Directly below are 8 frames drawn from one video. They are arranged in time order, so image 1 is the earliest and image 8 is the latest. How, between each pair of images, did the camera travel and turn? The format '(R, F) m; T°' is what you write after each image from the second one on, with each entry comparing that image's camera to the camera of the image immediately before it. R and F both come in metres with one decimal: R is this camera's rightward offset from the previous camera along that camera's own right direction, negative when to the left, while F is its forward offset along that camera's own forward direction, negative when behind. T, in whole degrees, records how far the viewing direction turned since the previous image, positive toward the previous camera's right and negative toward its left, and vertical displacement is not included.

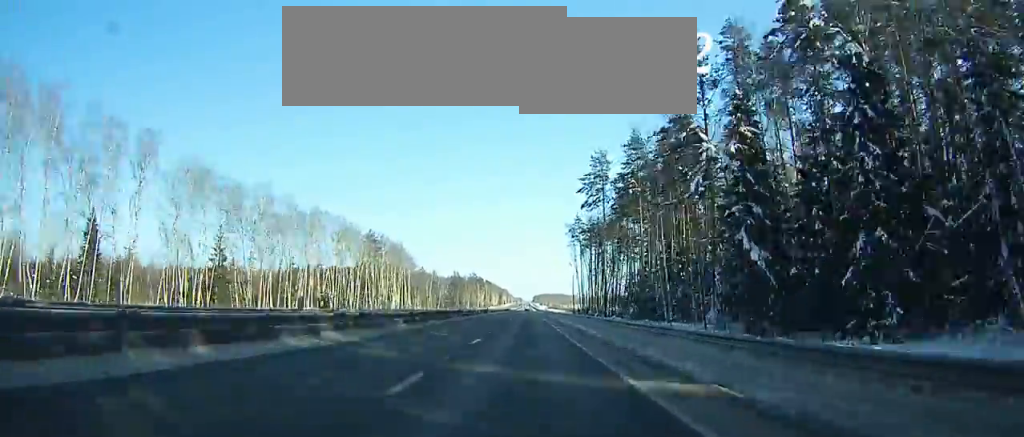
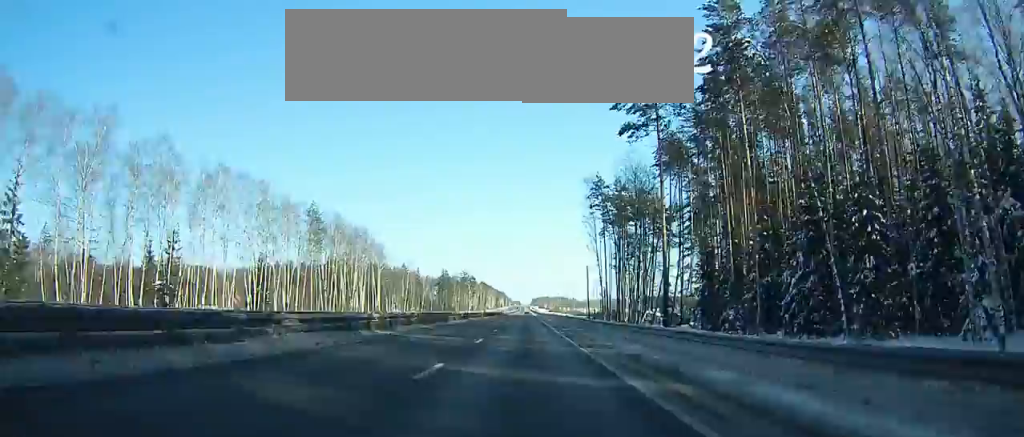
(-0.1, +46.2) m; 0°
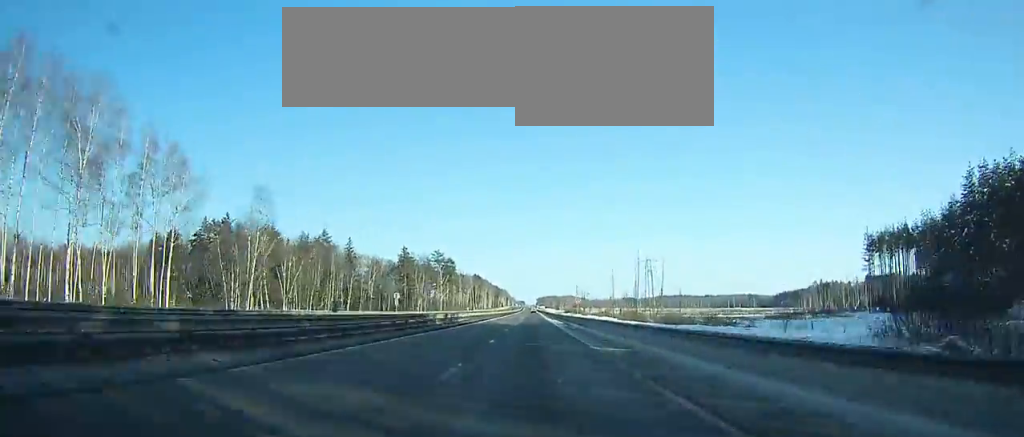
(-0.2, +120.5) m; 0°
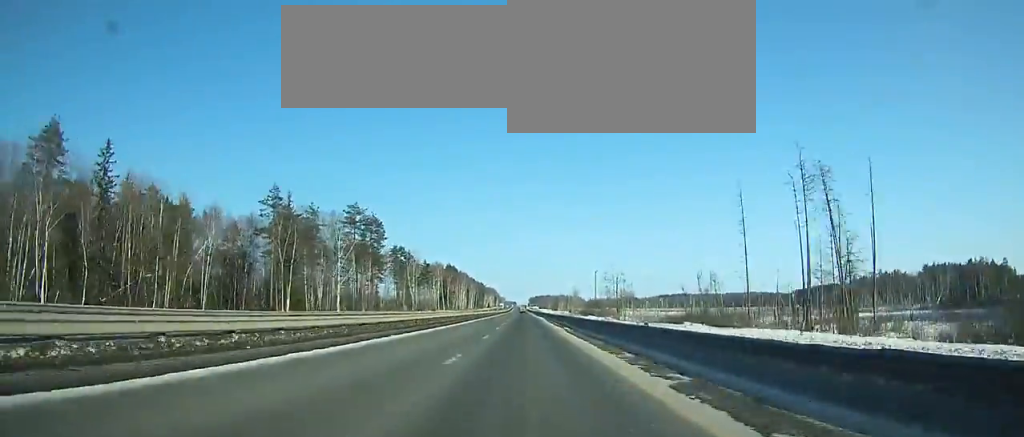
(+0.6, +105.7) m; 0°
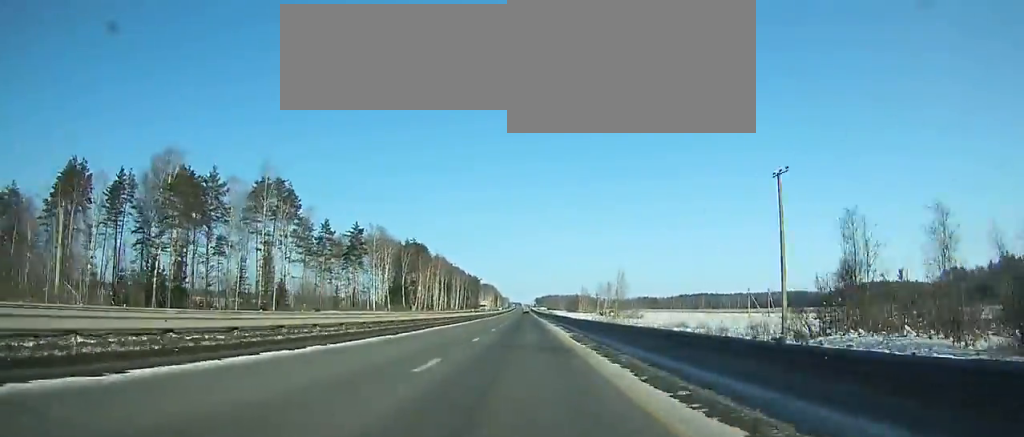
(-0.4, +122.7) m; -1°
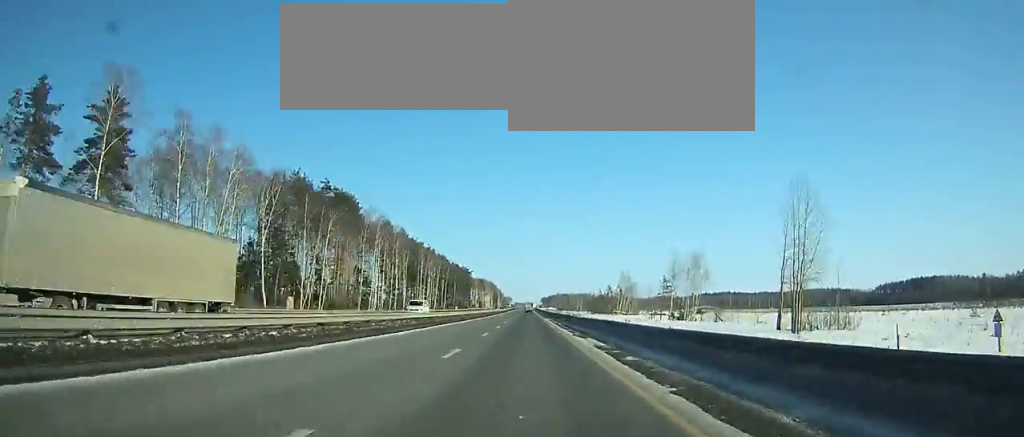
(-0.2, +105.4) m; 0°
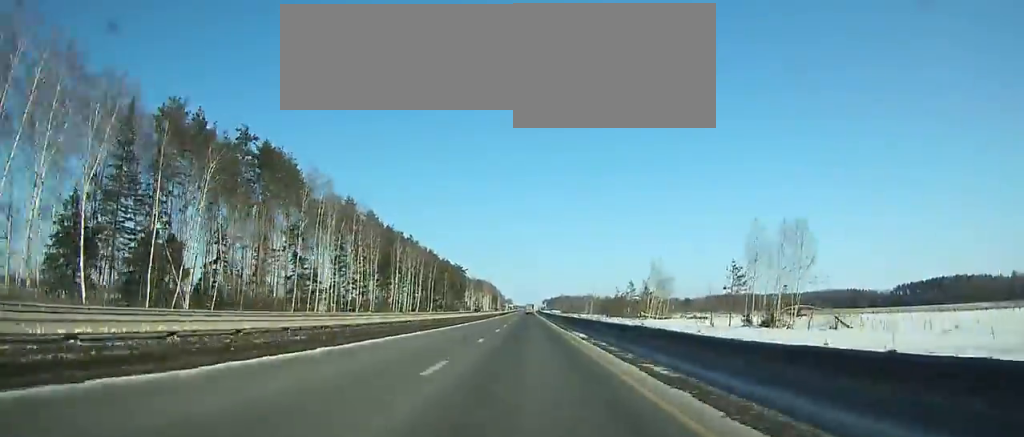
(0.0, +39.8) m; 0°
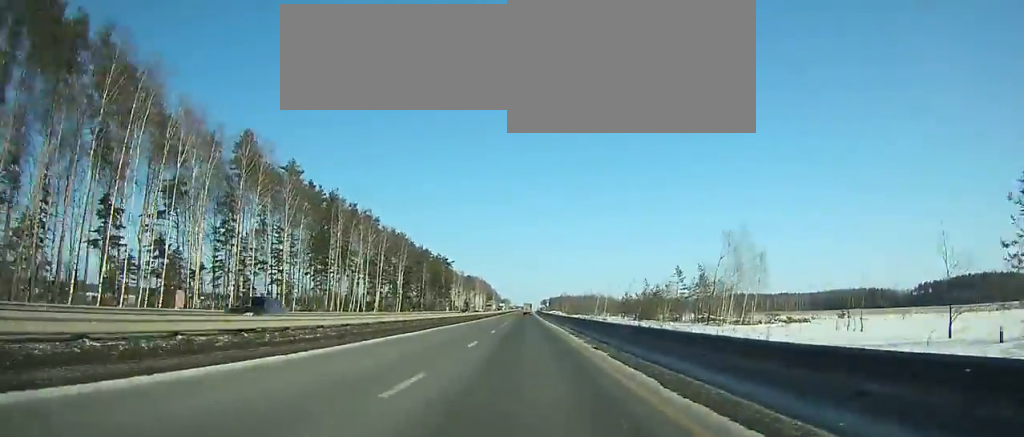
(0.0, +51.1) m; 0°
